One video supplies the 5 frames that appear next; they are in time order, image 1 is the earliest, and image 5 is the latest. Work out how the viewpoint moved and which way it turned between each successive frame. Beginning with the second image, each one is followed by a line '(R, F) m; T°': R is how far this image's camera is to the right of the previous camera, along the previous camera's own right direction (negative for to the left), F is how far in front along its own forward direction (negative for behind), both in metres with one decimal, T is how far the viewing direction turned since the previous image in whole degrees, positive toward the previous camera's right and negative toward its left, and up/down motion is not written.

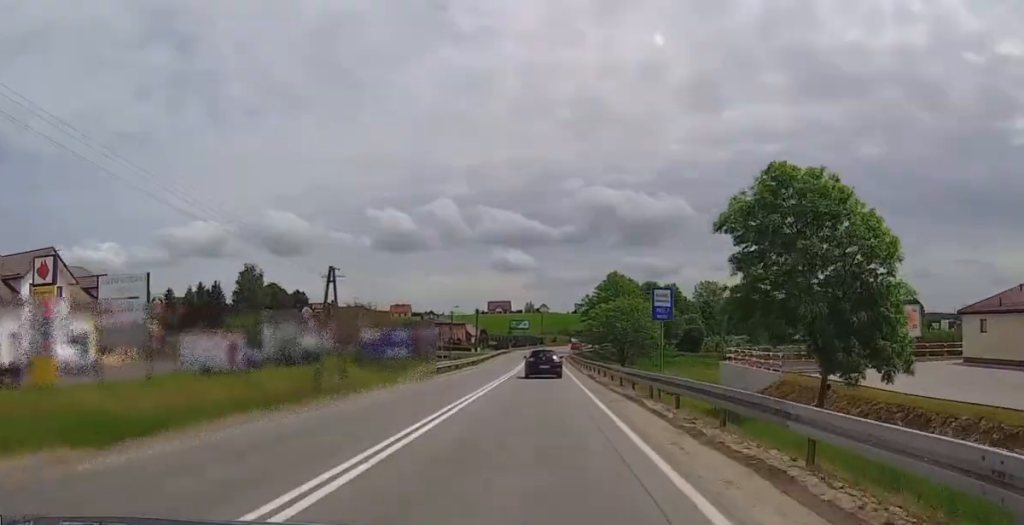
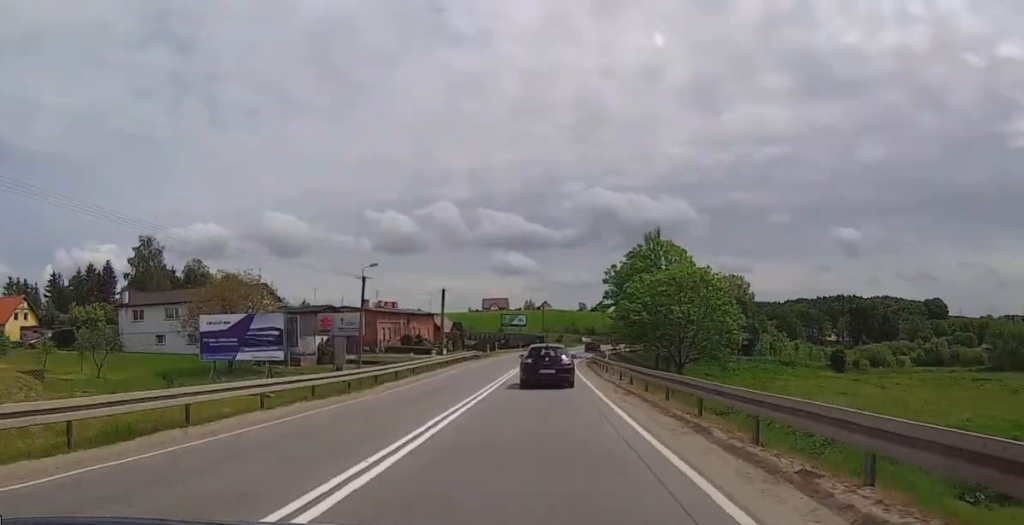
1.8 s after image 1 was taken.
(+0.8, +45.3) m; -1°
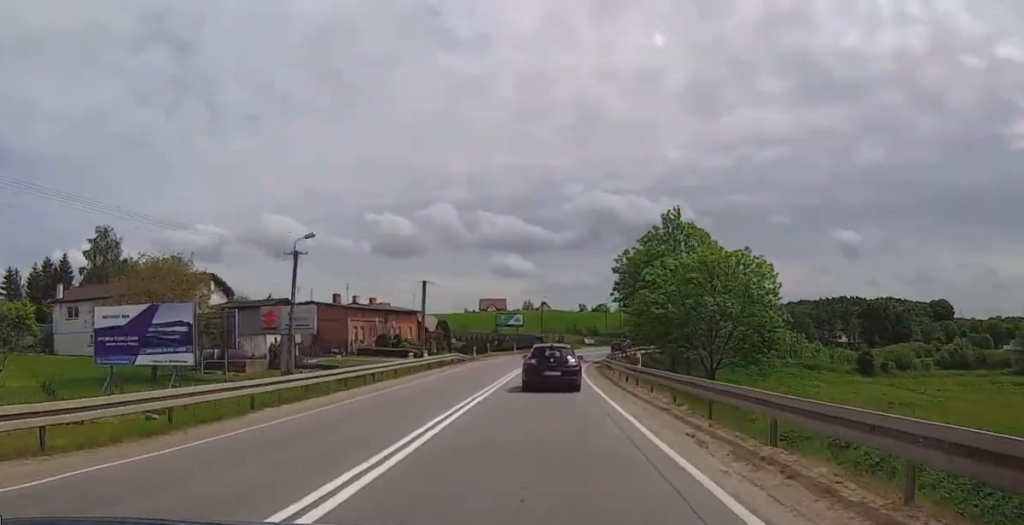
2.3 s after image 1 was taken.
(-0.2, +13.2) m; -1°
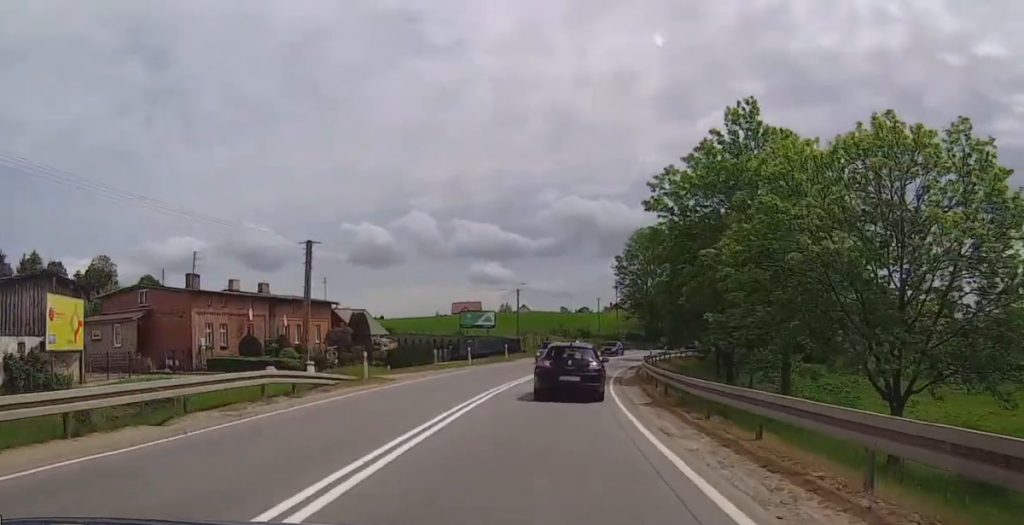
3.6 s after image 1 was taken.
(-0.1, +30.3) m; +1°
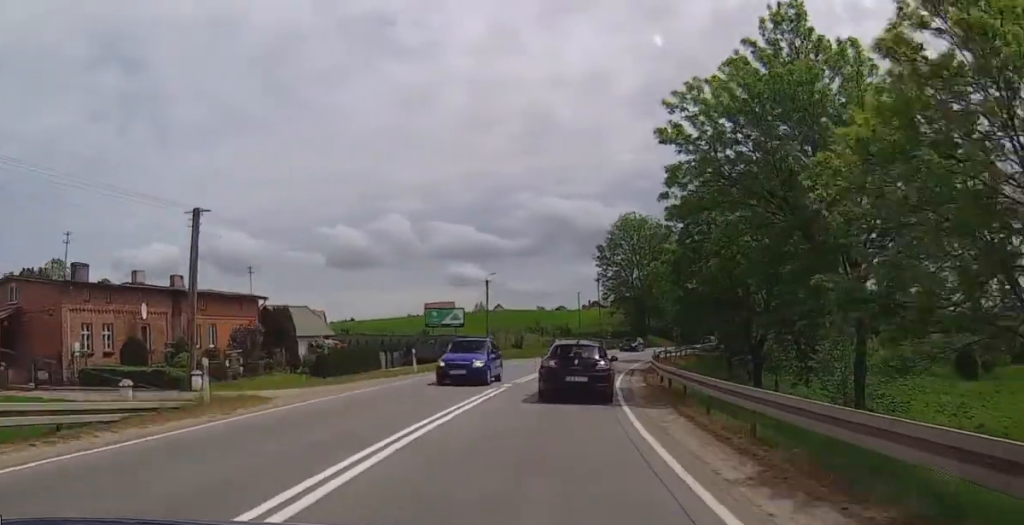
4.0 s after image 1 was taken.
(-0.1, +11.1) m; +2°
